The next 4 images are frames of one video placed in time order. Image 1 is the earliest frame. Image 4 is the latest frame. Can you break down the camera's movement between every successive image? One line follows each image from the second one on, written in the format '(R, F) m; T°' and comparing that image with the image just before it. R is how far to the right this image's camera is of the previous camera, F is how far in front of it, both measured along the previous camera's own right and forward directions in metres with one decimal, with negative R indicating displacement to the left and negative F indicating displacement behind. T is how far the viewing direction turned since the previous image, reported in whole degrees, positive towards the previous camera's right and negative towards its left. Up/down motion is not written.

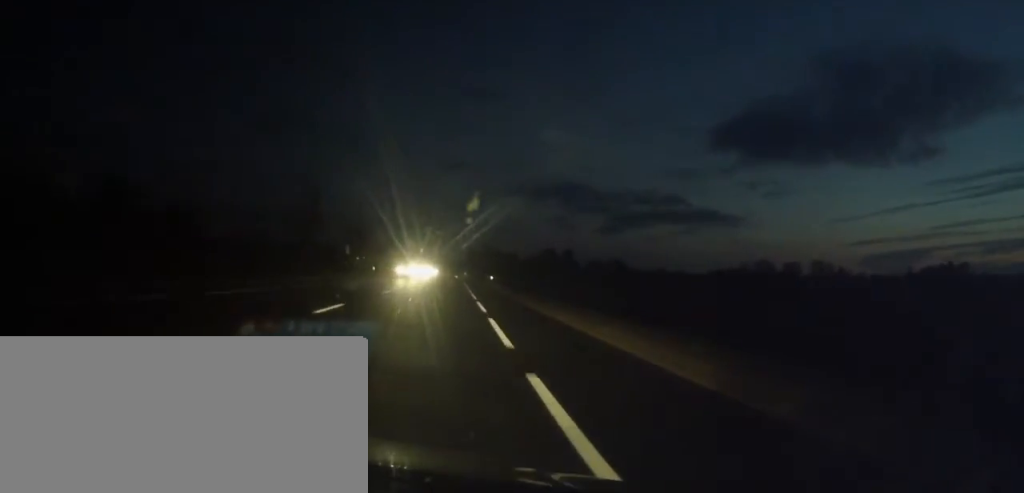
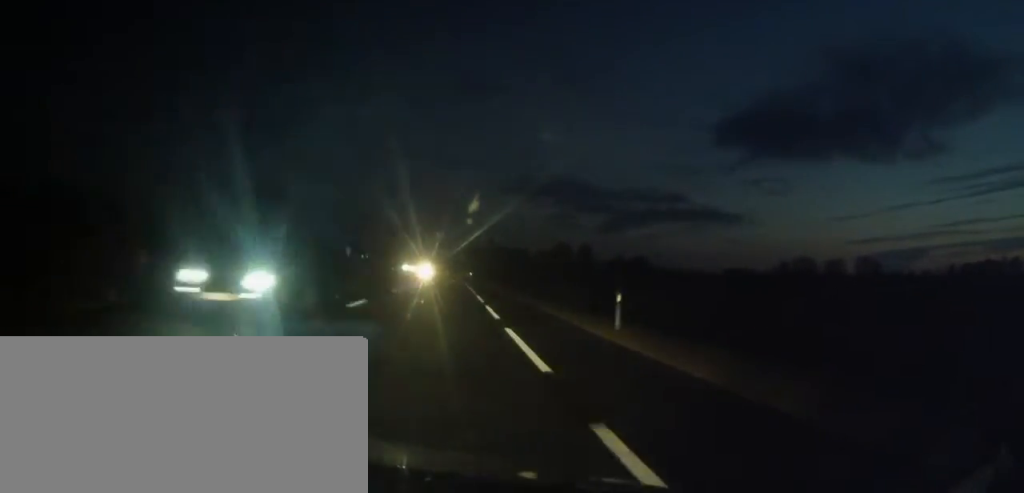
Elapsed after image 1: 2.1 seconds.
(-0.5, +57.8) m; -1°
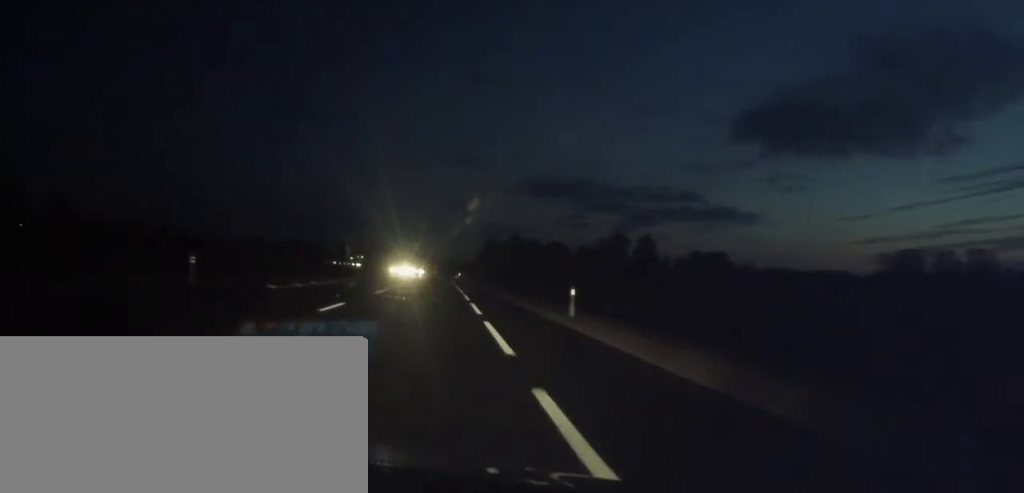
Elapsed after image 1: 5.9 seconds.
(+0.6, +100.1) m; 0°
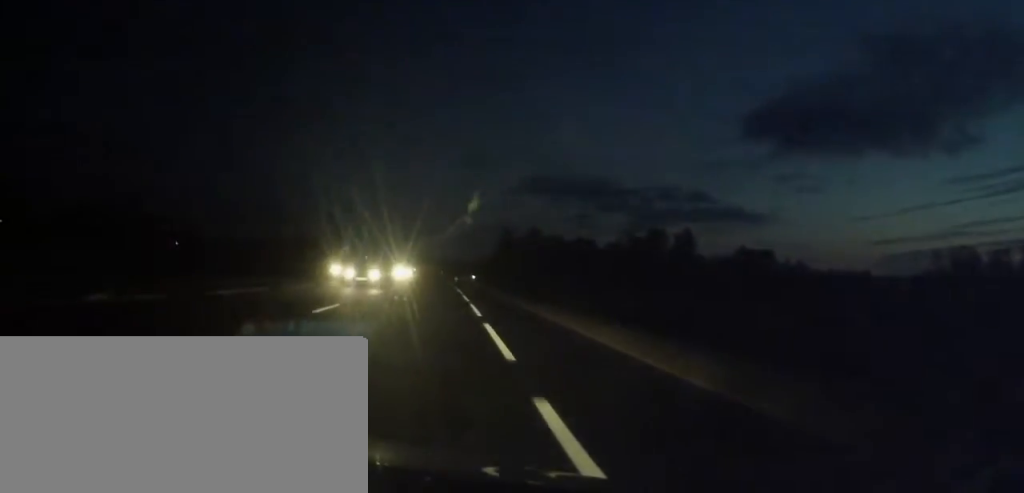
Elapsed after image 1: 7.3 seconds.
(-0.3, +36.7) m; -1°
